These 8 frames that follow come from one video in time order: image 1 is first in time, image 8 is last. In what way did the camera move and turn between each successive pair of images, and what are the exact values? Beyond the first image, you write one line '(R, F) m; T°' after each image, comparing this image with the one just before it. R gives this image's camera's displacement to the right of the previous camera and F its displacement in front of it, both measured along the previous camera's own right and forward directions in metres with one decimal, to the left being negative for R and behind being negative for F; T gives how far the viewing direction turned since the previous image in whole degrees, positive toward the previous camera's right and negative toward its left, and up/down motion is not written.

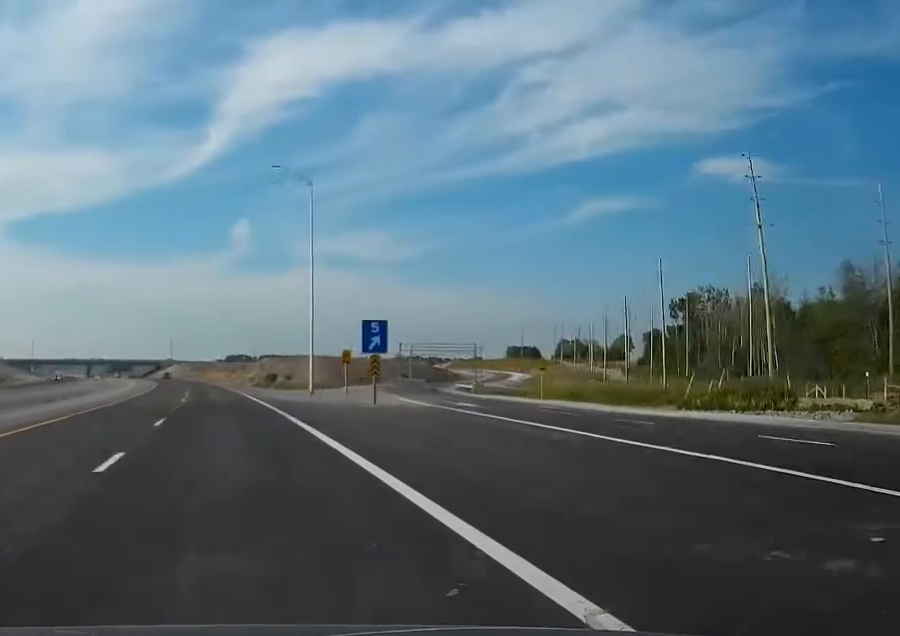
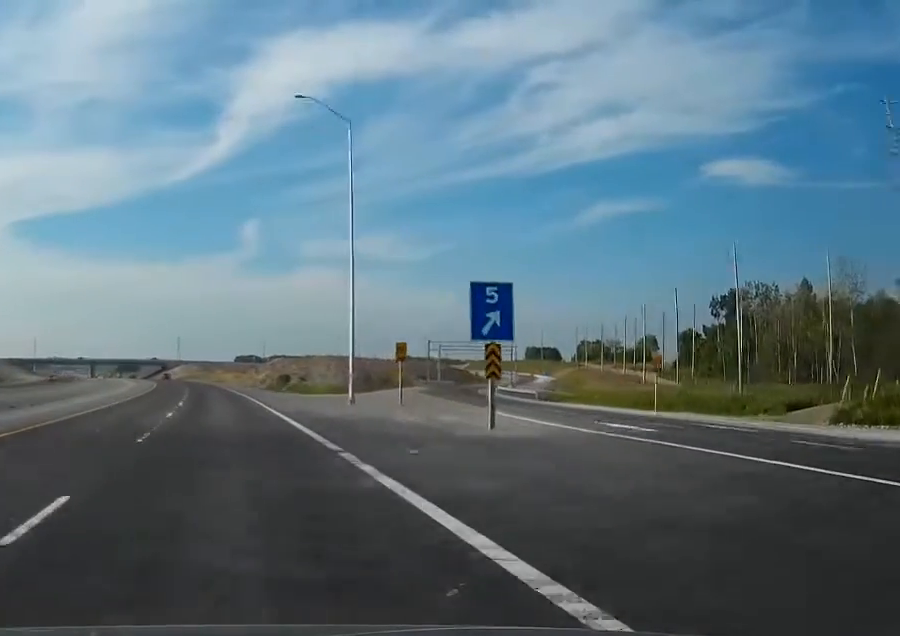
(0.0, +17.9) m; -1°
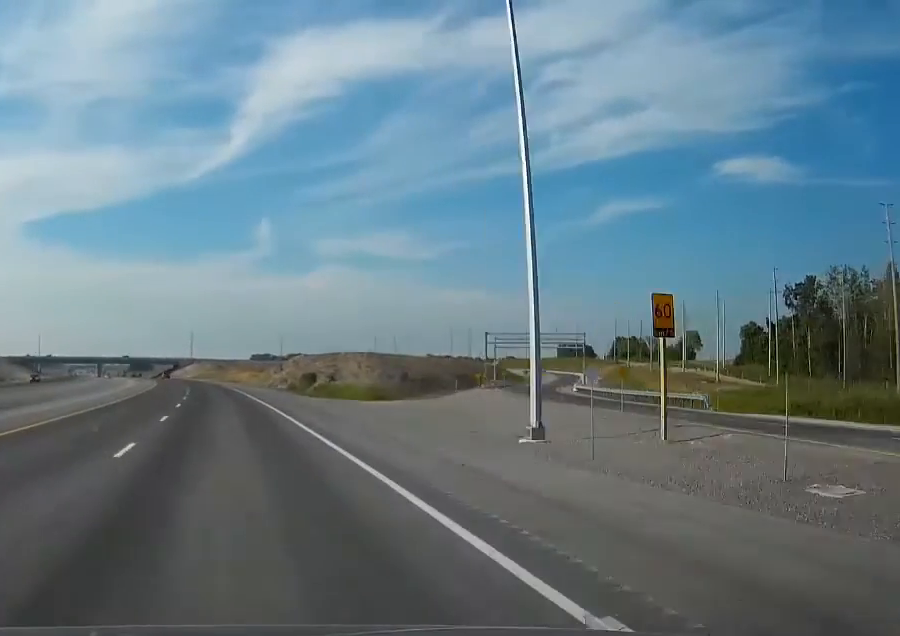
(-0.3, +28.4) m; -1°
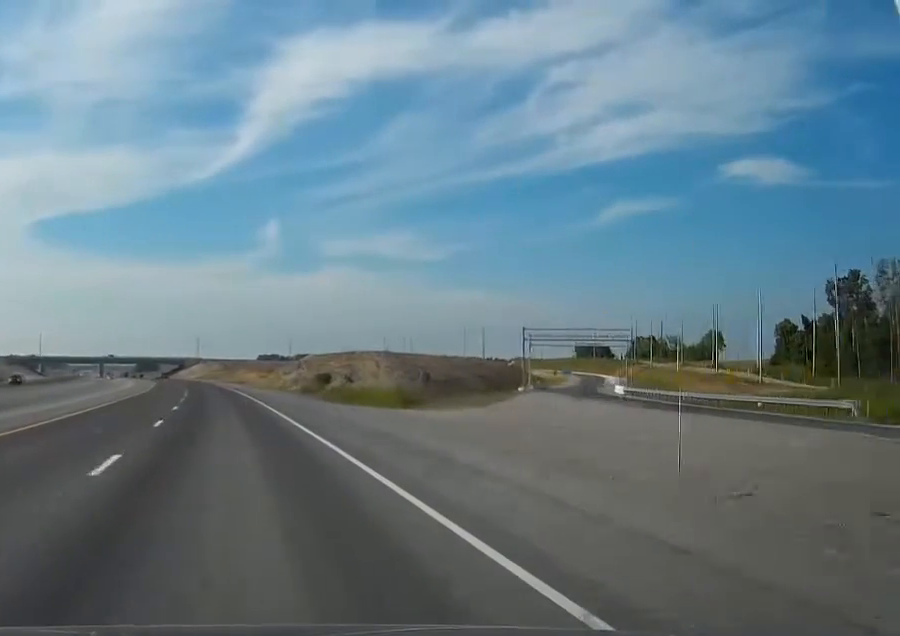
(-0.1, +14.7) m; -1°
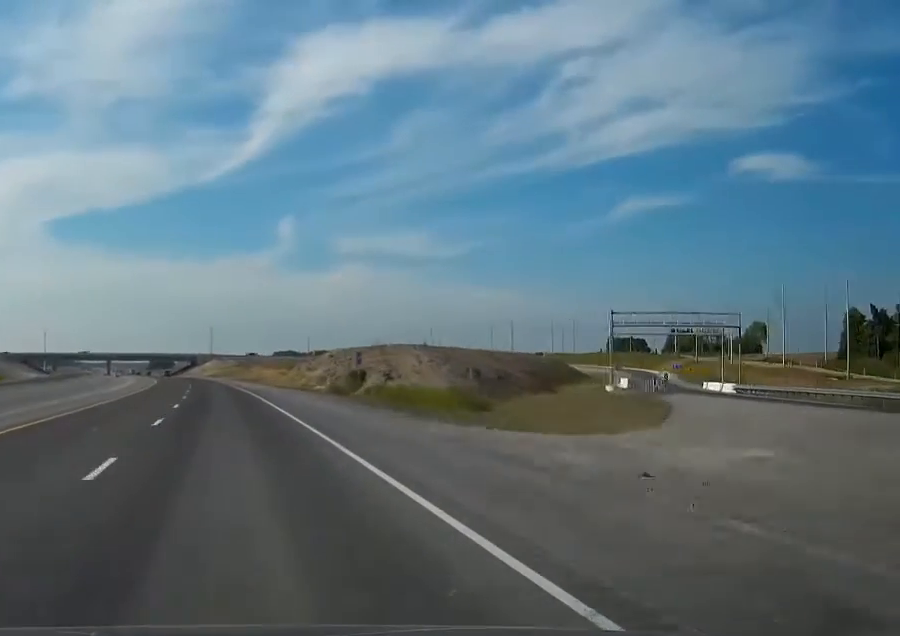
(-0.2, +25.1) m; -1°
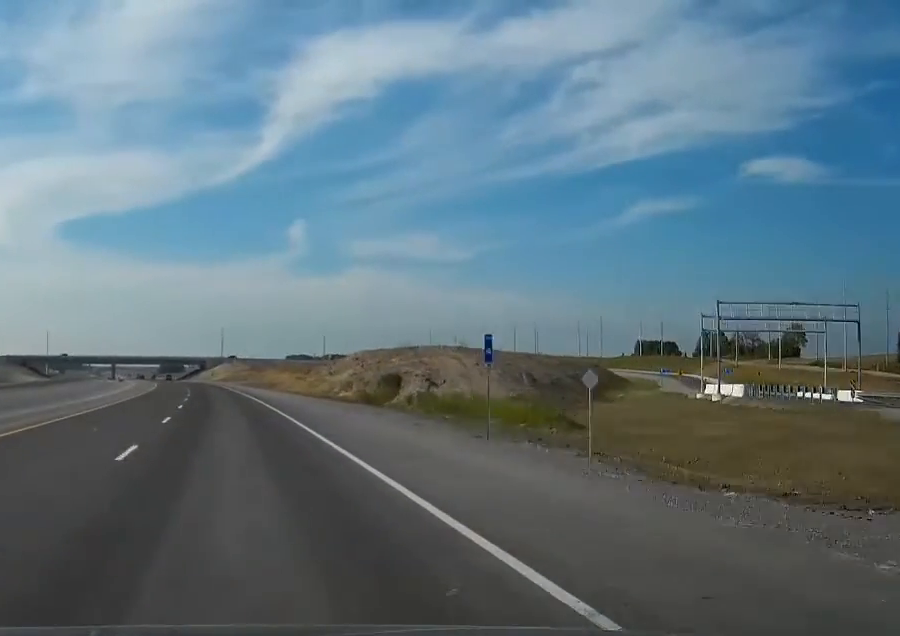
(-0.1, +20.8) m; -1°
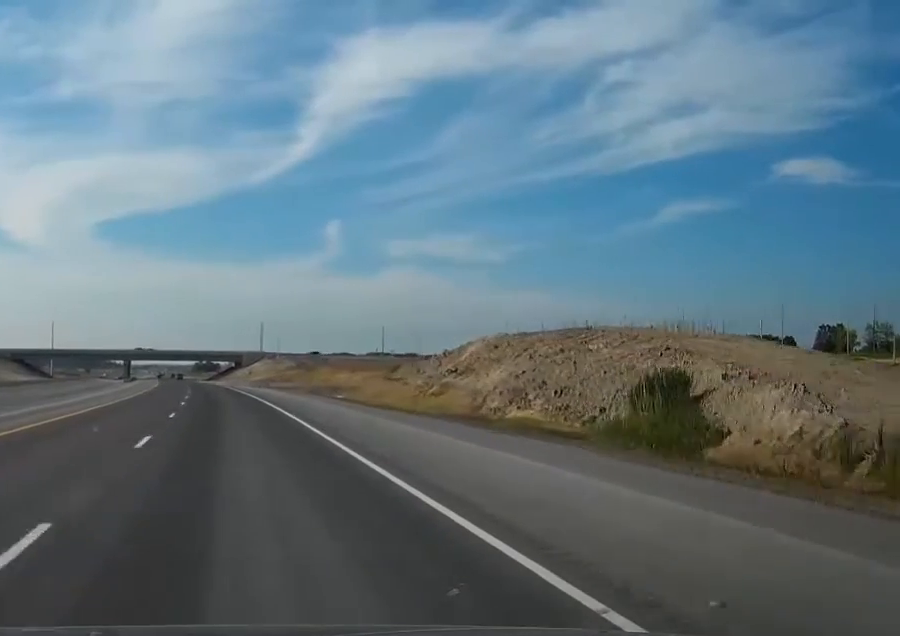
(-1.3, +69.4) m; -2°
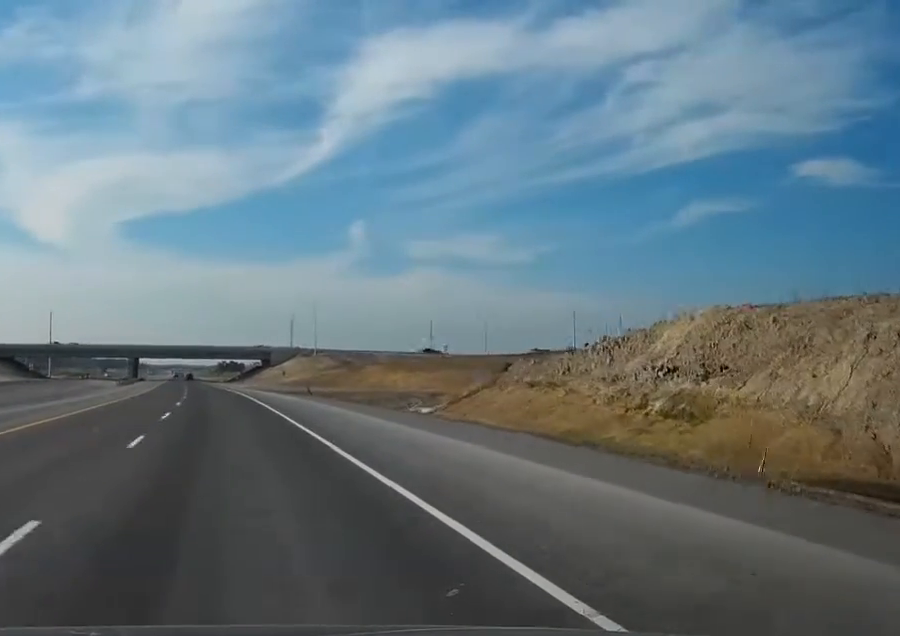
(-0.8, +47.3) m; -2°
